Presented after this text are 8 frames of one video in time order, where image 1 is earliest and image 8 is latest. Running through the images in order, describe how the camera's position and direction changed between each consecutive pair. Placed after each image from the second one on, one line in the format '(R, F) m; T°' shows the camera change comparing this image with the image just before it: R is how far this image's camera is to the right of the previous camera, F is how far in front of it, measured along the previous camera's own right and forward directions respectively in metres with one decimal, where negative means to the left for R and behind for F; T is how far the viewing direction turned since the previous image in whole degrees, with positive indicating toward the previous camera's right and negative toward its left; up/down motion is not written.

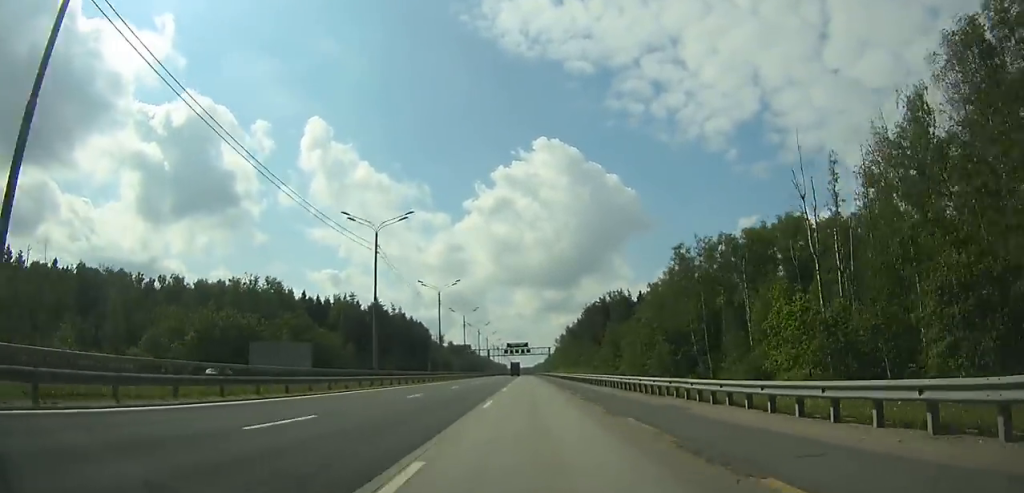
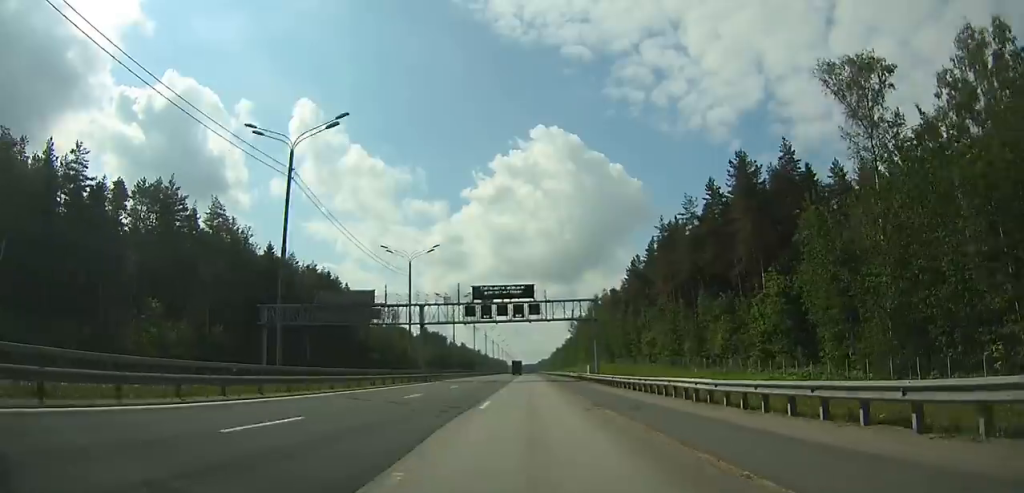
(-0.4, +129.7) m; 0°
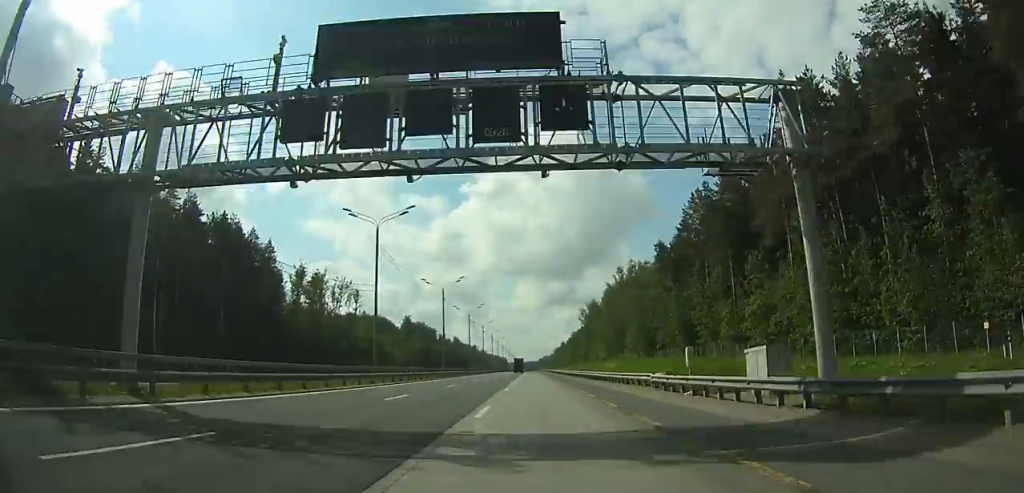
(-0.1, +52.8) m; 0°
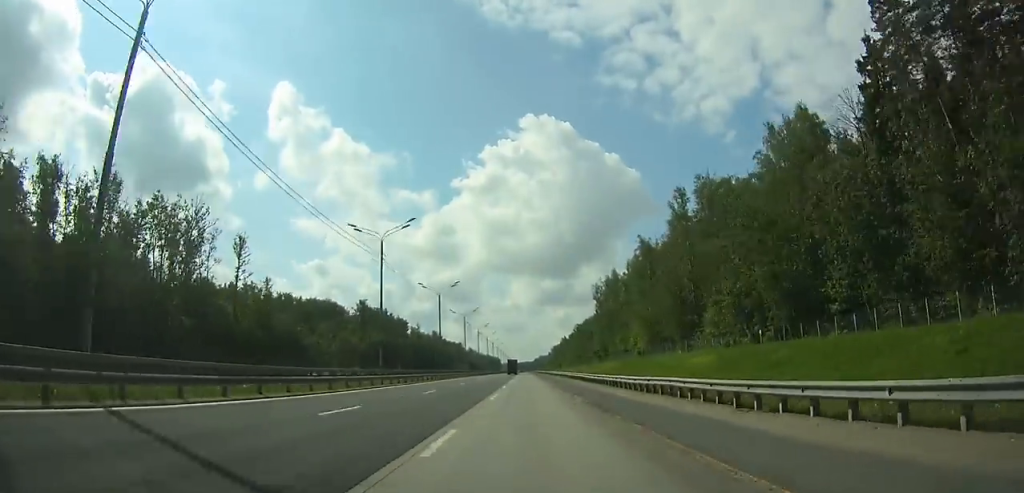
(+0.5, +70.5) m; 0°
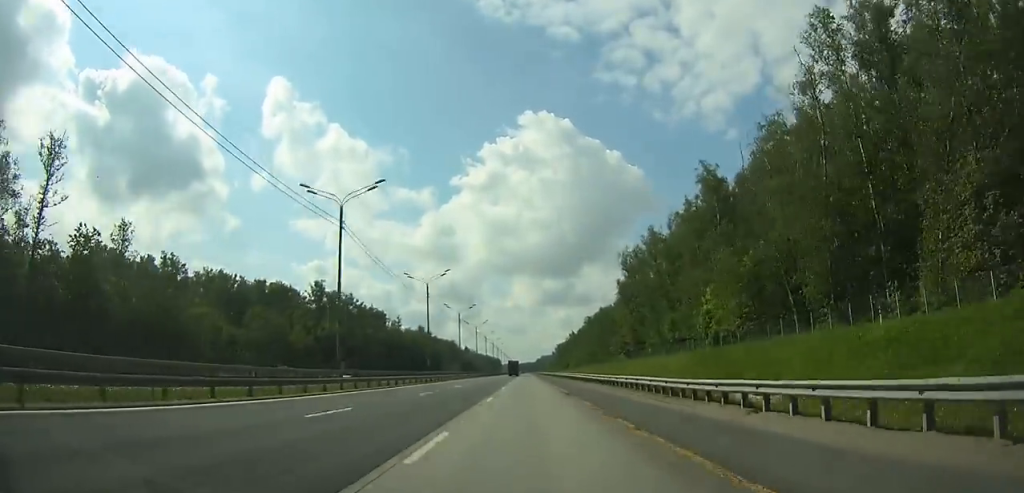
(-0.2, +48.9) m; 0°
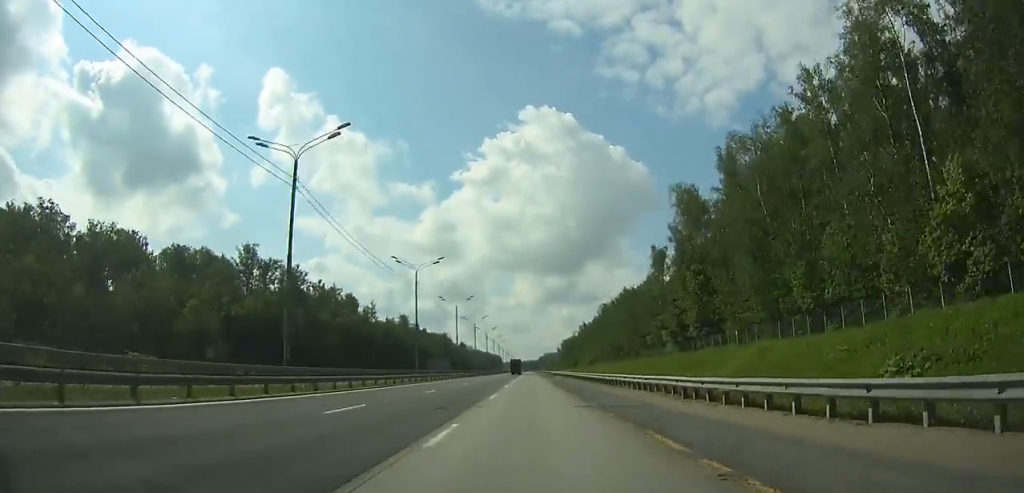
(-0.2, +46.5) m; 0°
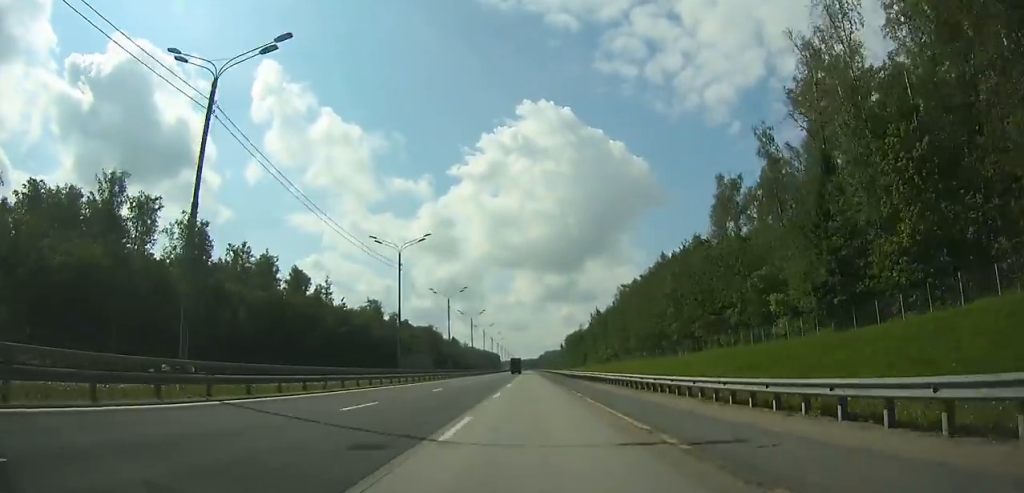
(-0.3, +46.4) m; 0°
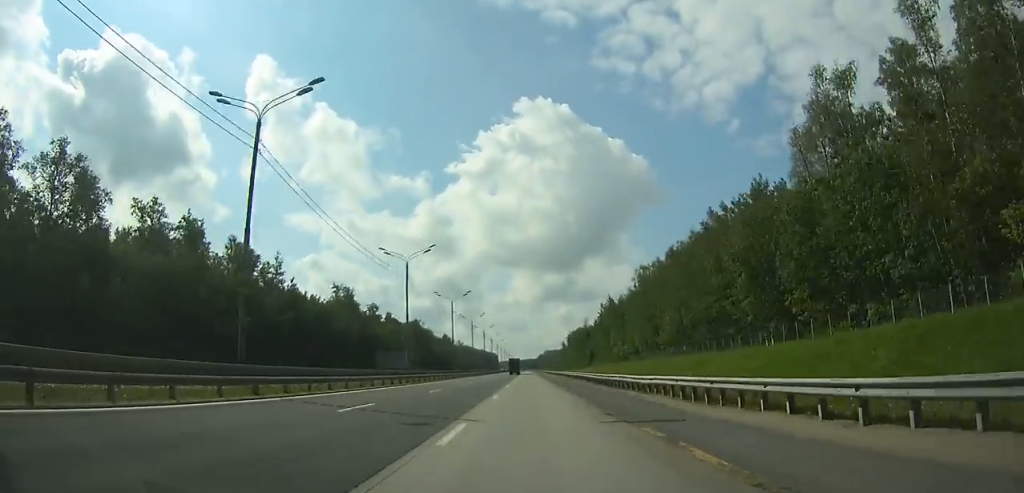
(+0.2, +31.6) m; 0°
